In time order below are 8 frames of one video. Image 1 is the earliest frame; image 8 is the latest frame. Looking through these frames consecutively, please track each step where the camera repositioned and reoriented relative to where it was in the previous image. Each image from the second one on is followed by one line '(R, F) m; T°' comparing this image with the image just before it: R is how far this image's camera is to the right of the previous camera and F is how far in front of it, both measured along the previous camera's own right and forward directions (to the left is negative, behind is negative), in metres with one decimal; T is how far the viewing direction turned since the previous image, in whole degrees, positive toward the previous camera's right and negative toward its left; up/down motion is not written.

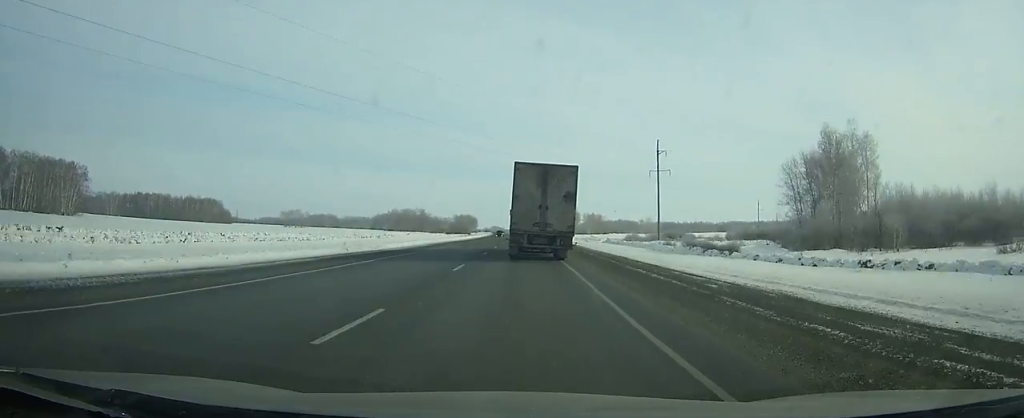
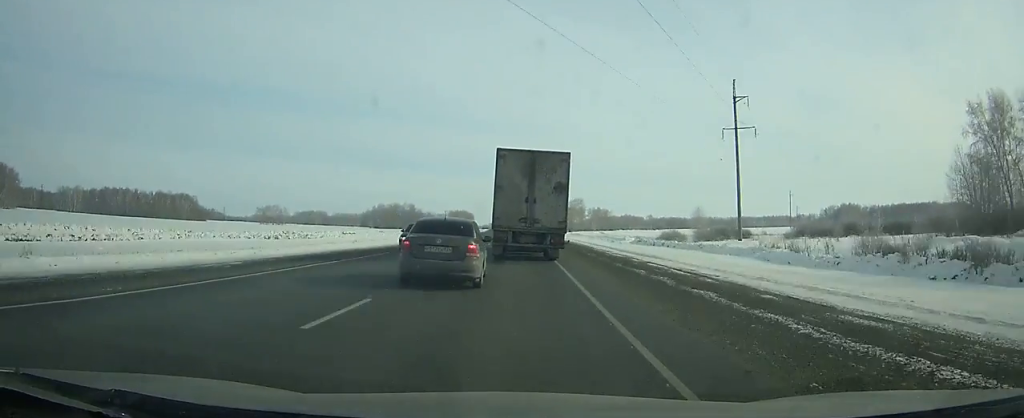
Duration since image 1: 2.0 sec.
(0.0, +44.4) m; 0°
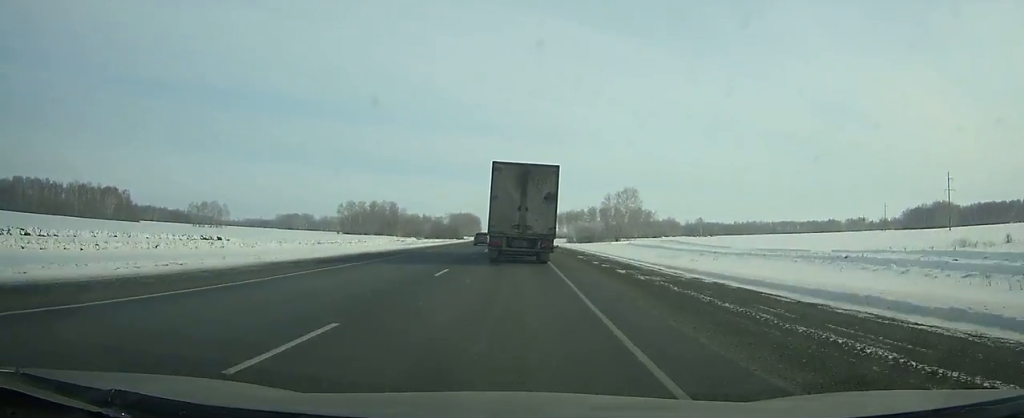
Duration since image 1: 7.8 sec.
(-1.5, +124.6) m; -1°
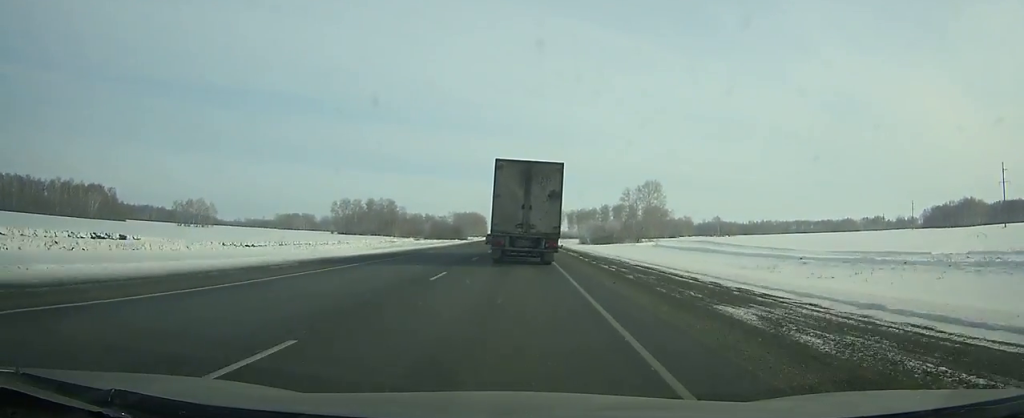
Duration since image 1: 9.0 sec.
(0.0, +25.3) m; 0°
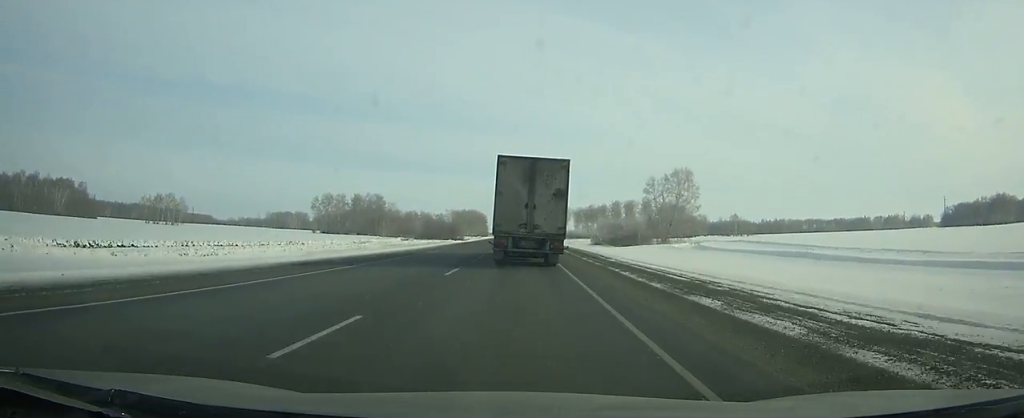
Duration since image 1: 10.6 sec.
(-0.3, +33.5) m; 0°
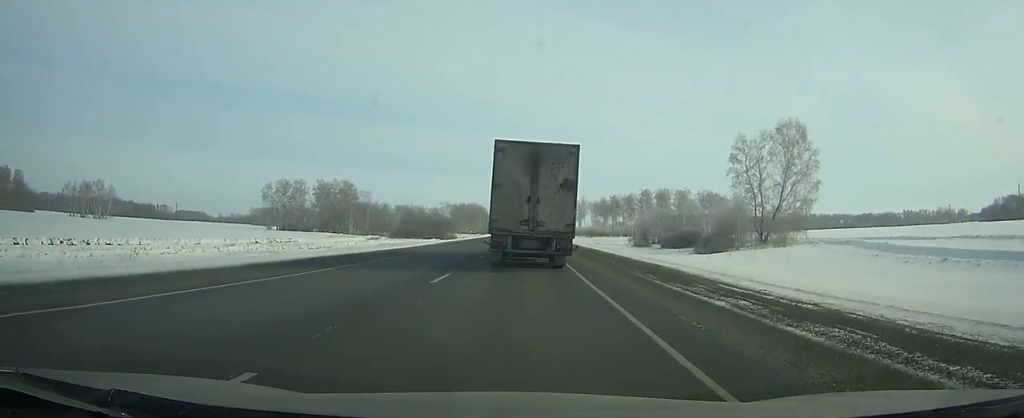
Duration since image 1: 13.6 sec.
(-0.4, +63.2) m; -1°
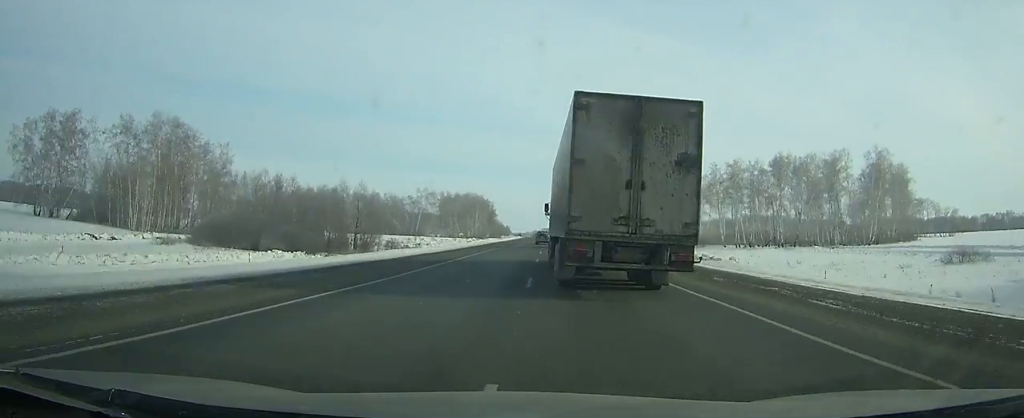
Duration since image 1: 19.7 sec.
(-1.8, +136.1) m; -1°
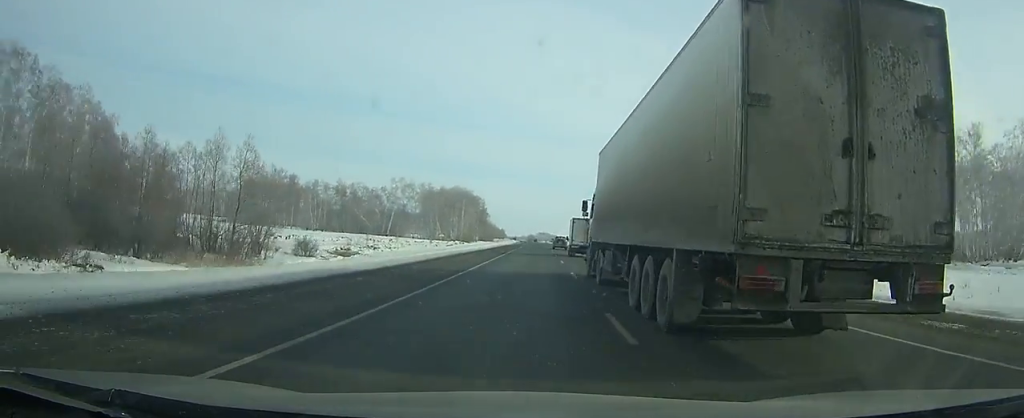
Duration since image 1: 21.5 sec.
(0.0, +43.9) m; 0°
